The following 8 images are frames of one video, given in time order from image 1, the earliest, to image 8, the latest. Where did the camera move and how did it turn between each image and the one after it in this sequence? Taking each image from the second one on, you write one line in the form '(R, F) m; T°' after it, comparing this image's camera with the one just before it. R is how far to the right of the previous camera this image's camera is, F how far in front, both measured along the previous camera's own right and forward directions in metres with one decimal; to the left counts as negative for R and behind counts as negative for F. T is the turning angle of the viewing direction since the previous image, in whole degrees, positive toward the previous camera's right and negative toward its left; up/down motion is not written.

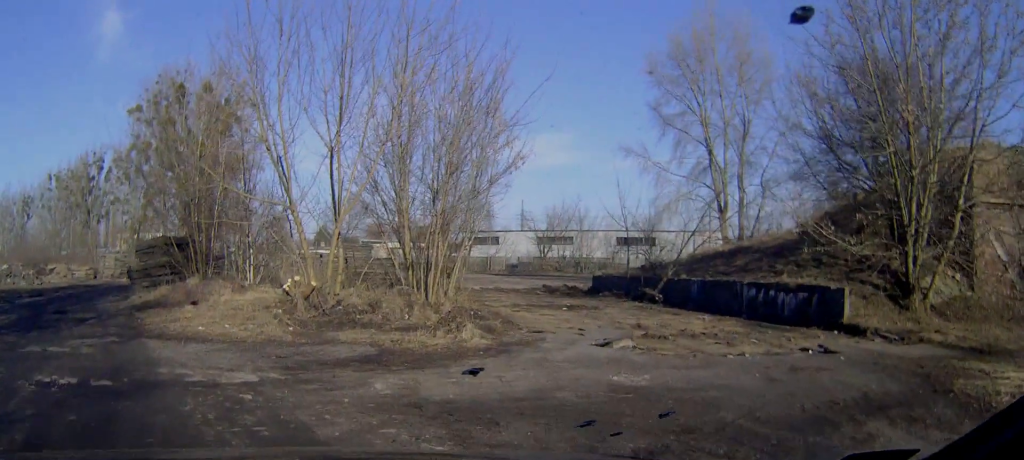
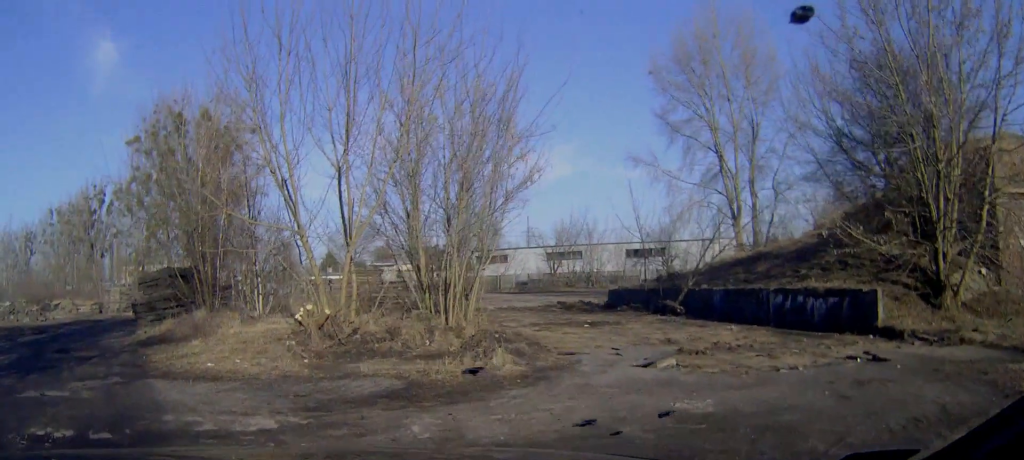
(+0.1, +1.1) m; 0°
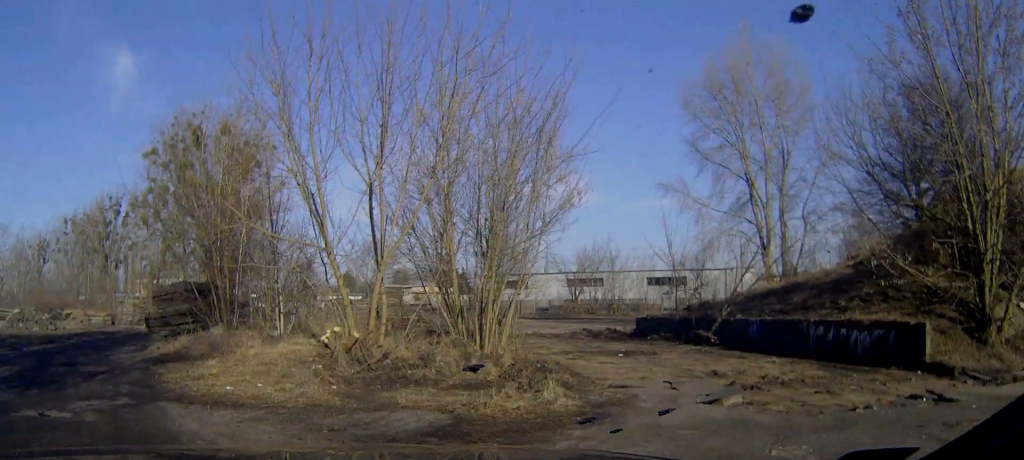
(+0.1, +1.2) m; 0°
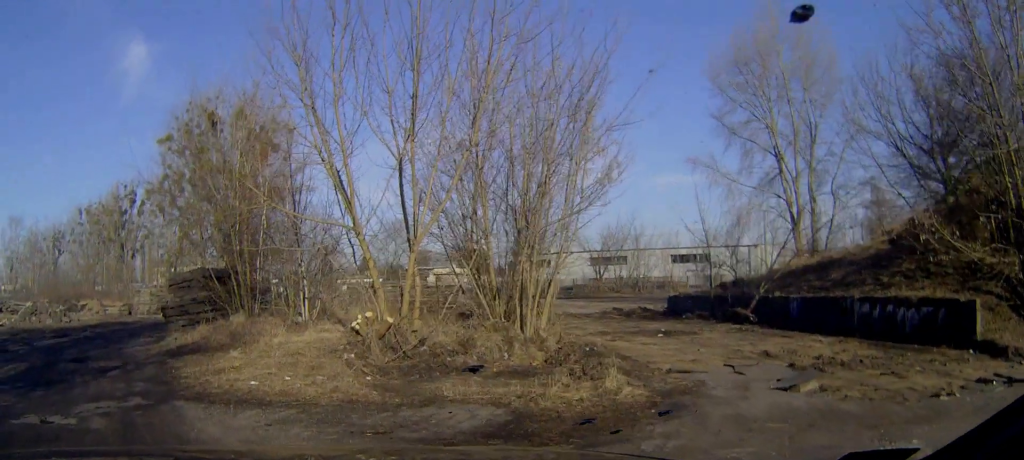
(+0.1, +1.0) m; +1°
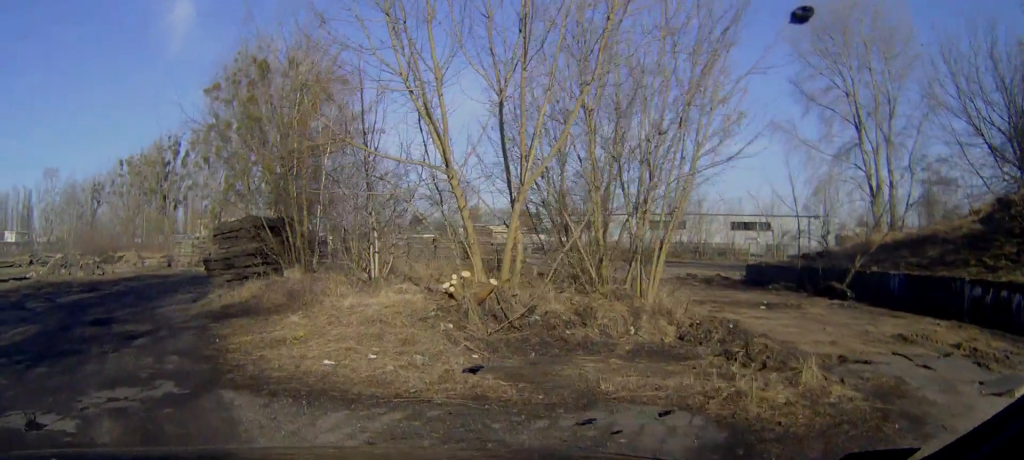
(+0.1, +2.4) m; -2°
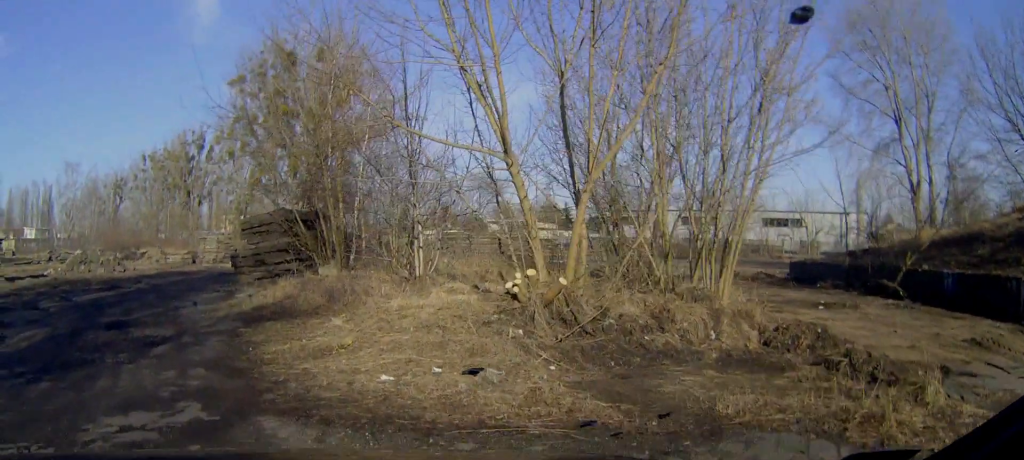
(0.0, +1.2) m; -2°
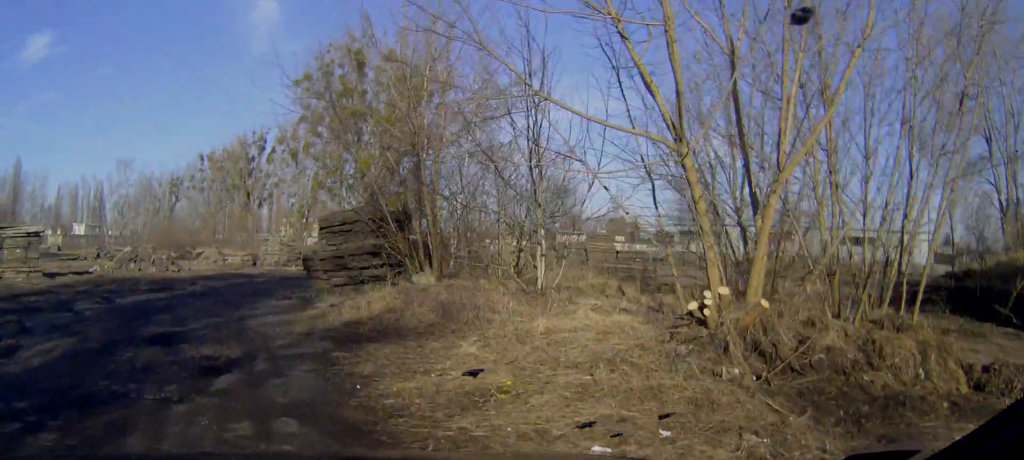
(-0.1, +2.9) m; -4°
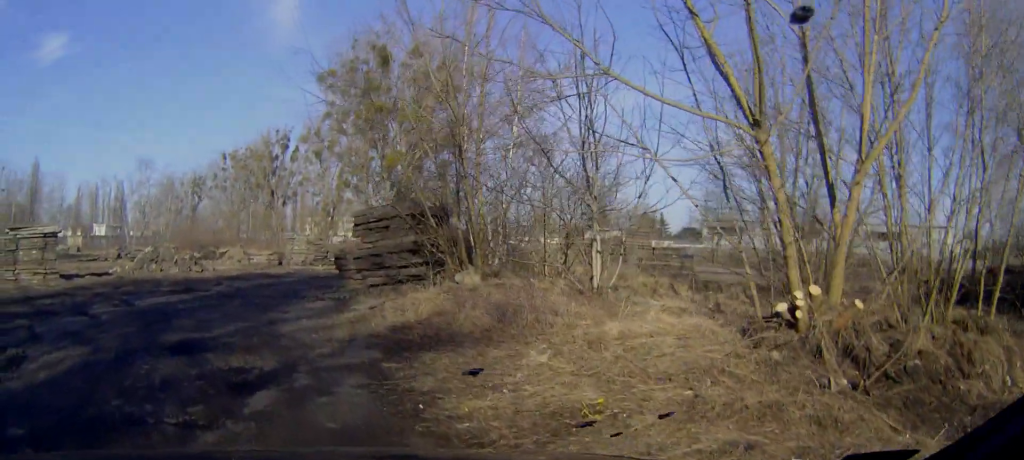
(0.0, +1.0) m; 0°
